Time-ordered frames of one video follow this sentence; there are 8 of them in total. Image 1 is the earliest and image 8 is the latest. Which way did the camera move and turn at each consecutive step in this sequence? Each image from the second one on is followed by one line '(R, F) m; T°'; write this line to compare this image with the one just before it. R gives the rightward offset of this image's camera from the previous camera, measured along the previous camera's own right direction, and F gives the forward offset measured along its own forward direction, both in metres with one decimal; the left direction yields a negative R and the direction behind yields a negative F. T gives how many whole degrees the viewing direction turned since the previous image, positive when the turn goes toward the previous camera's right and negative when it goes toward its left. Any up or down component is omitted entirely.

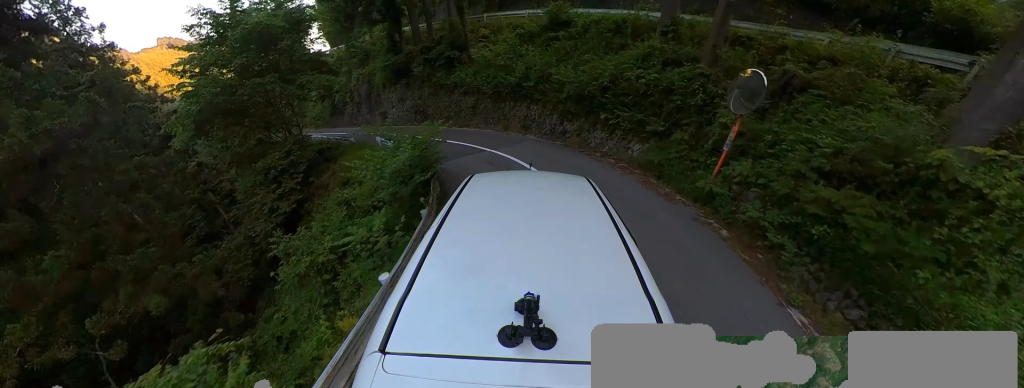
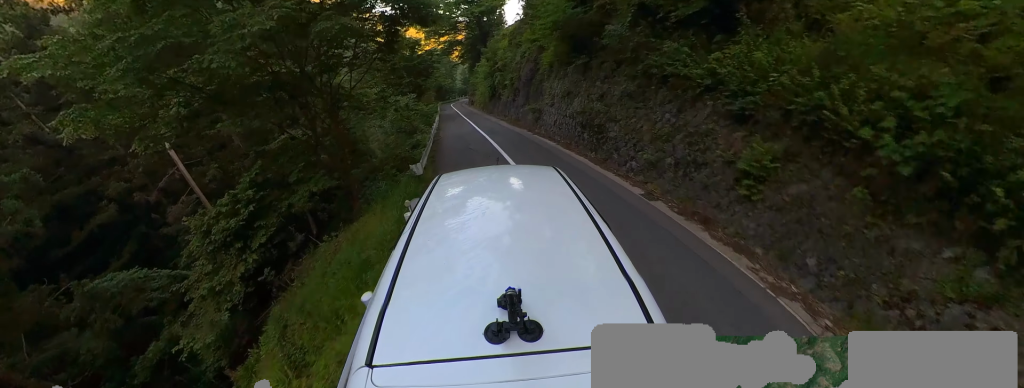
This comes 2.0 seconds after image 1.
(-5.9, +11.0) m; -50°
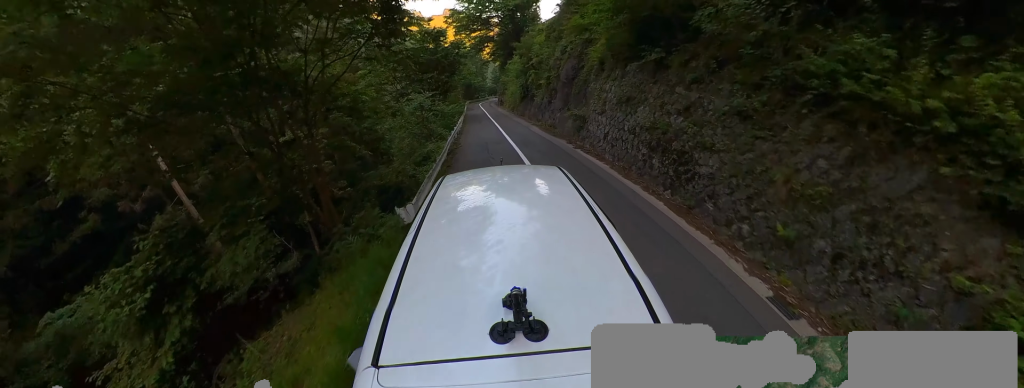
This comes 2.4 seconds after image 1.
(+0.3, +3.4) m; -5°
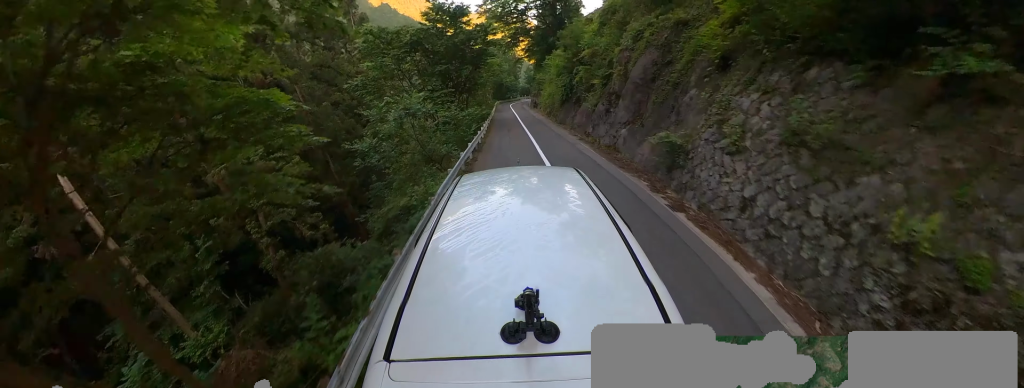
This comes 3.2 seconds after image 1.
(-0.8, +5.9) m; -5°
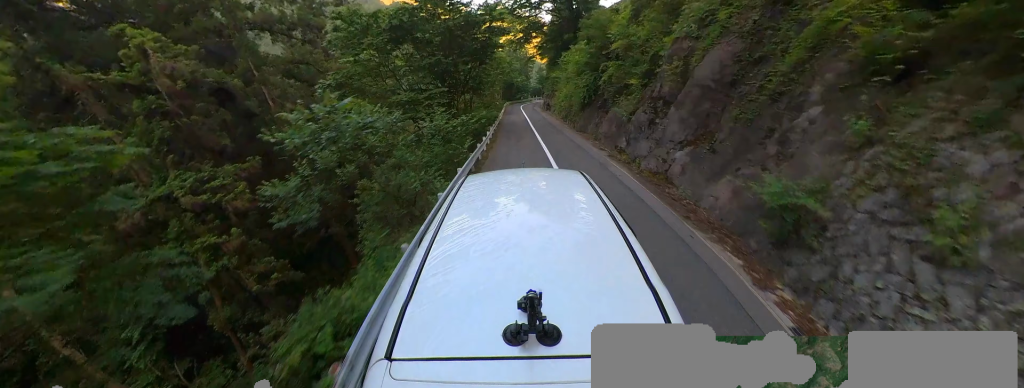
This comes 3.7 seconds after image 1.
(-0.6, +3.8) m; -2°
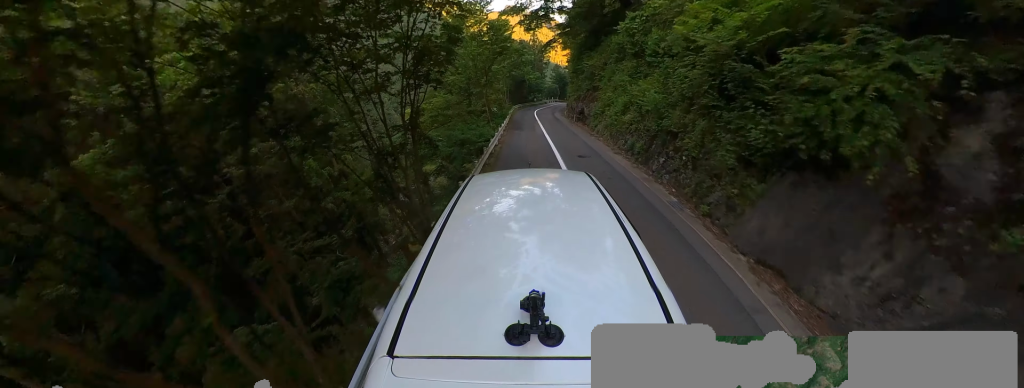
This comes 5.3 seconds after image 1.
(-0.1, +15.6) m; -2°
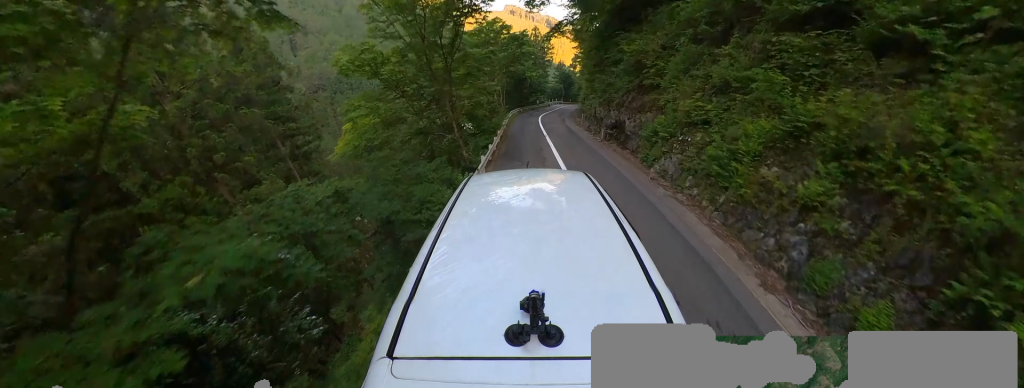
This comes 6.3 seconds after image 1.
(+0.4, +9.2) m; 0°
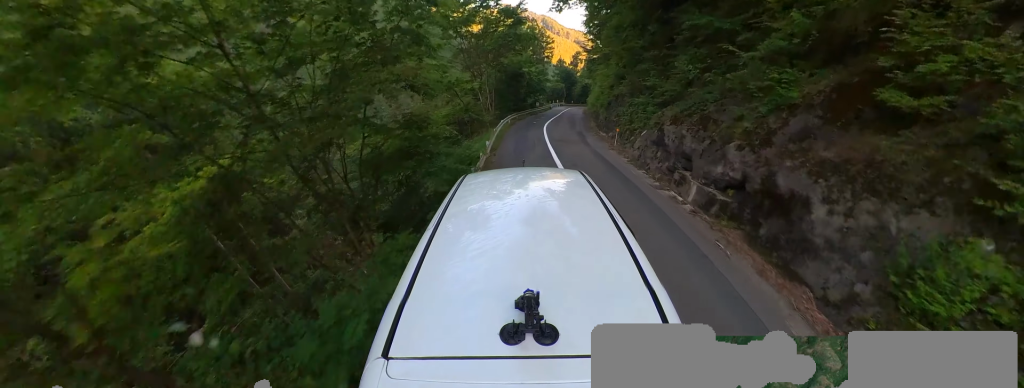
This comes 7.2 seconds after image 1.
(-0.2, +9.5) m; +1°
